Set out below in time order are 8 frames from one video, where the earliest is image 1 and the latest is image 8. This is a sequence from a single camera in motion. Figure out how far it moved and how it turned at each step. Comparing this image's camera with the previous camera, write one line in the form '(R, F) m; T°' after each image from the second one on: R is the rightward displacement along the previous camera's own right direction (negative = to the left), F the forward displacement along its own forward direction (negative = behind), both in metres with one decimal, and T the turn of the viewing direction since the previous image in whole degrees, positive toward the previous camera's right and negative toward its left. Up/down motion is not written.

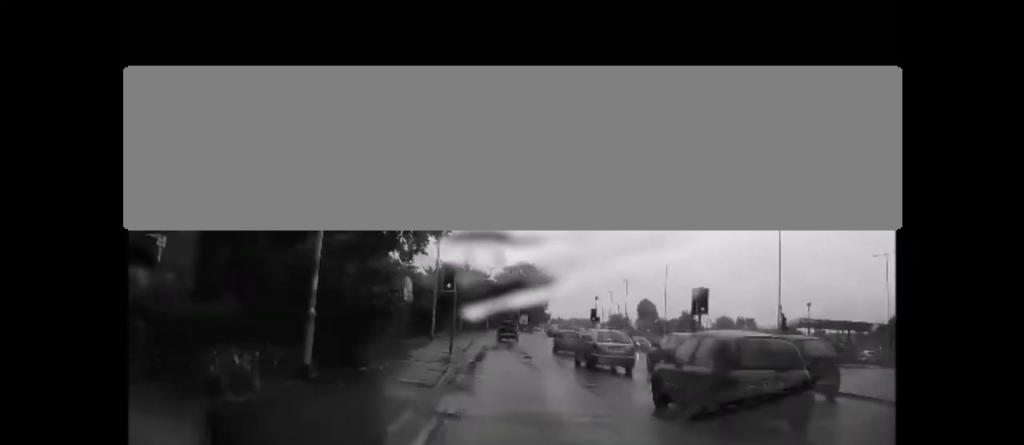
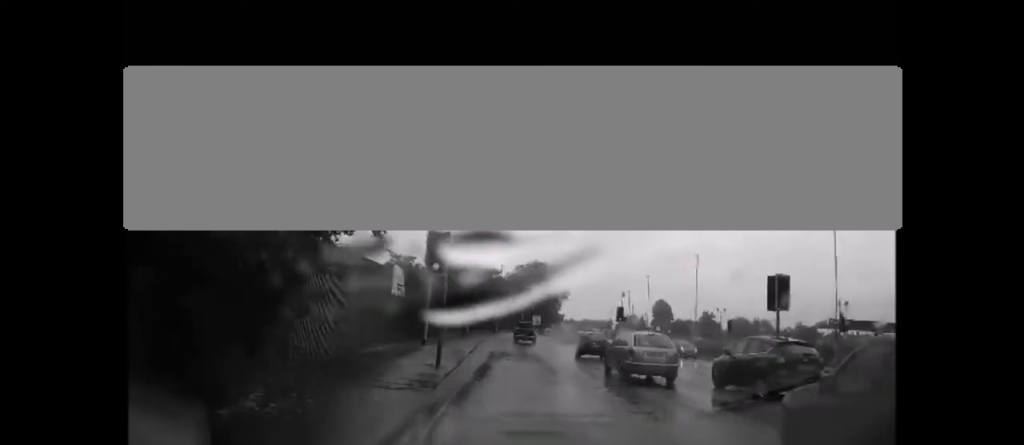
(0.0, +6.3) m; 0°
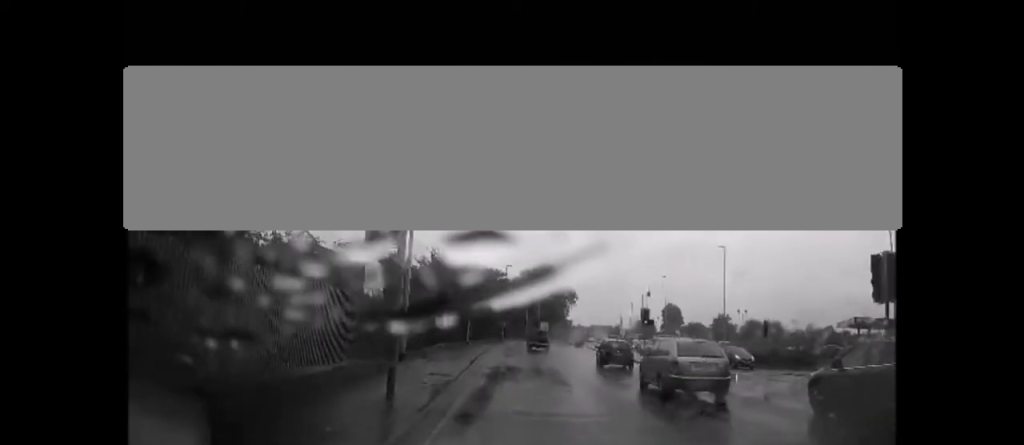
(0.0, +5.5) m; -1°
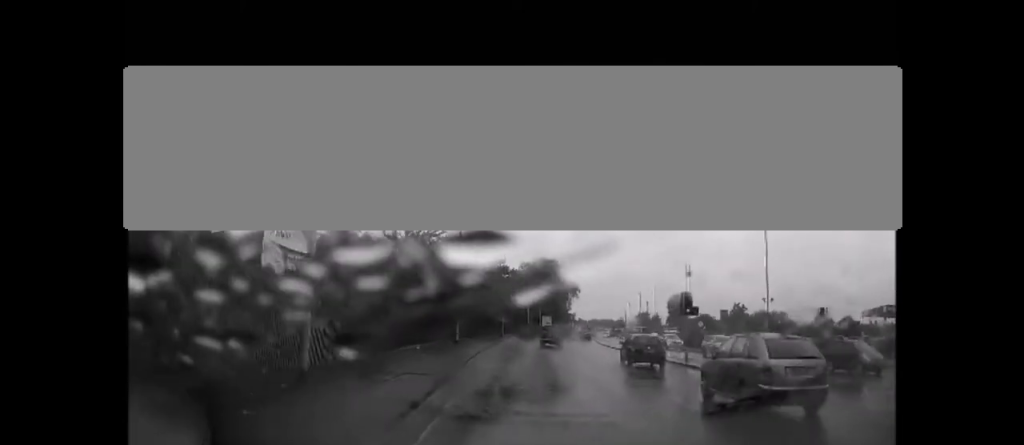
(+0.1, +8.4) m; -2°
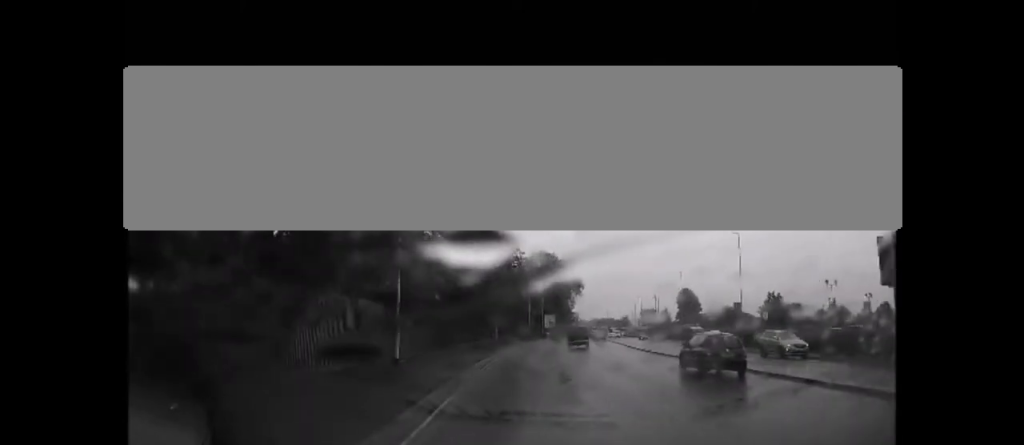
(-0.3, +16.5) m; +1°
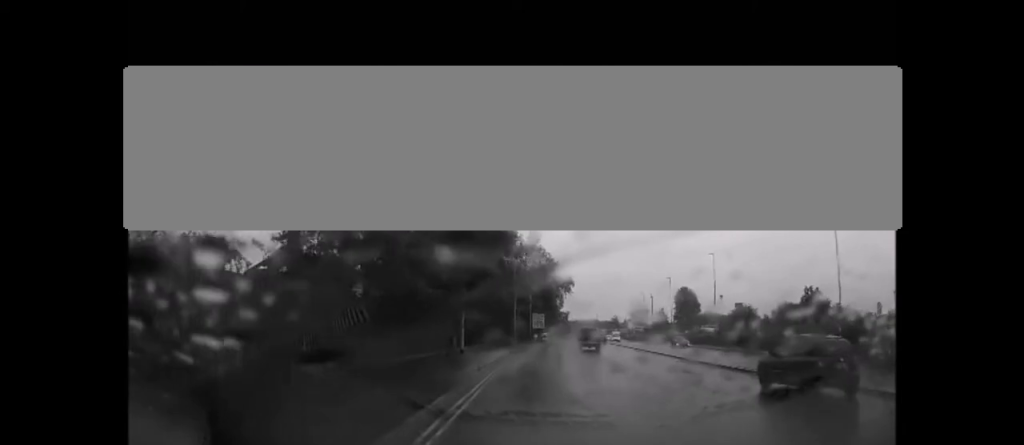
(+0.5, +17.7) m; +2°
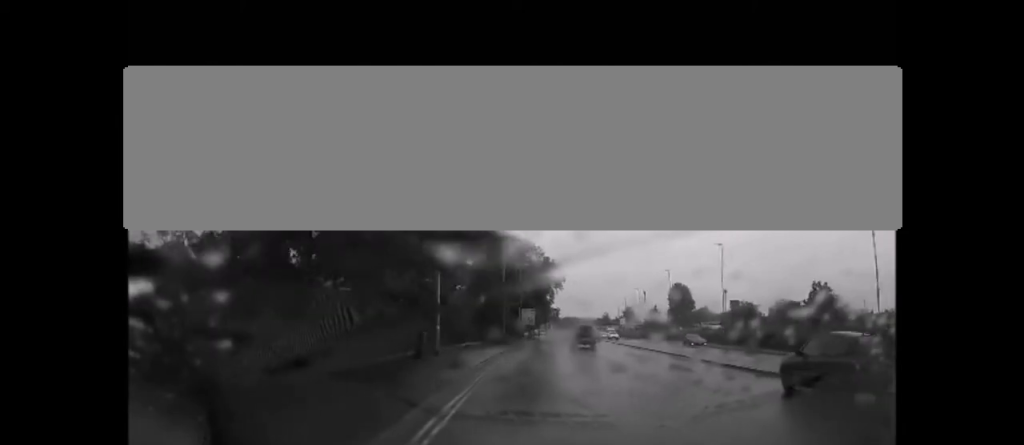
(0.0, +5.0) m; +1°
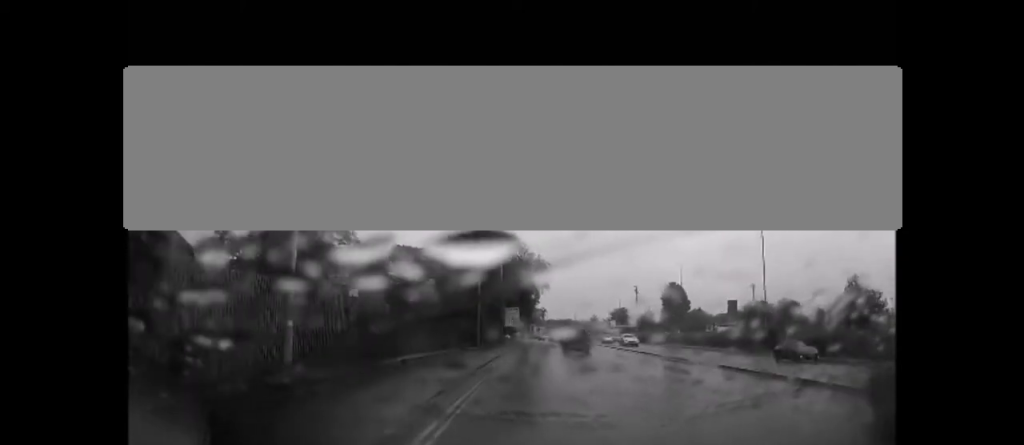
(+0.4, +12.5) m; +1°
